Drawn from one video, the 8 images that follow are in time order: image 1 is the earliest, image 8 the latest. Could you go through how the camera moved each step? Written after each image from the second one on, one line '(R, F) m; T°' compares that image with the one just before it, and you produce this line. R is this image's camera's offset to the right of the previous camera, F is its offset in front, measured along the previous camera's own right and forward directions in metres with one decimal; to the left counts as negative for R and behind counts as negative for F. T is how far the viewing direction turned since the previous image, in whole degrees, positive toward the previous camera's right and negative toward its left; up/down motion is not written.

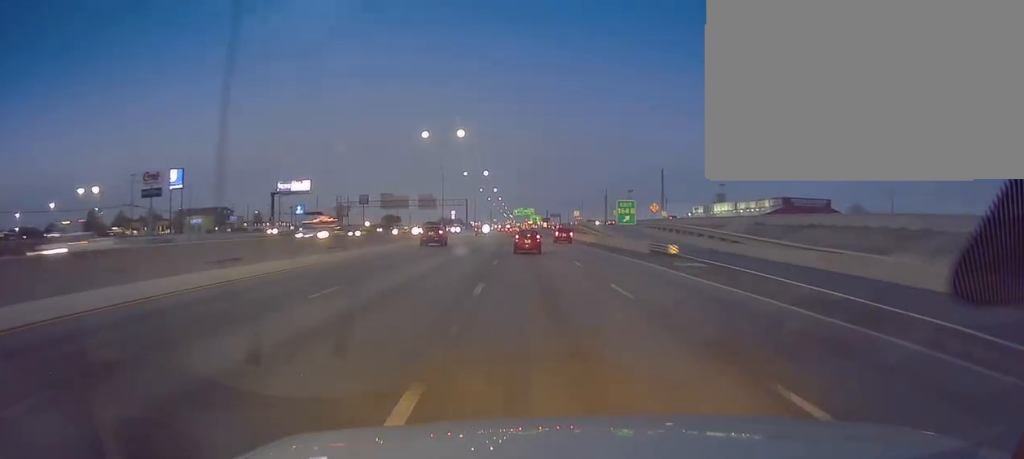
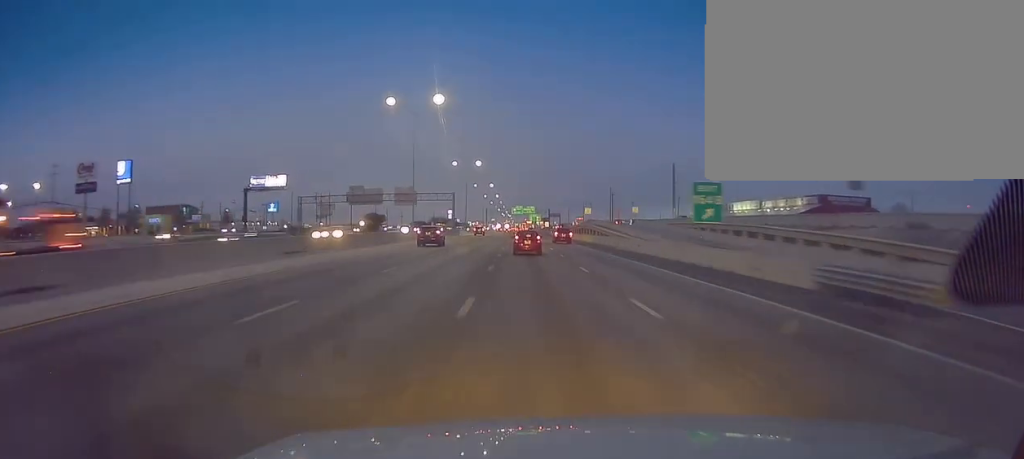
(0.0, +28.0) m; -1°
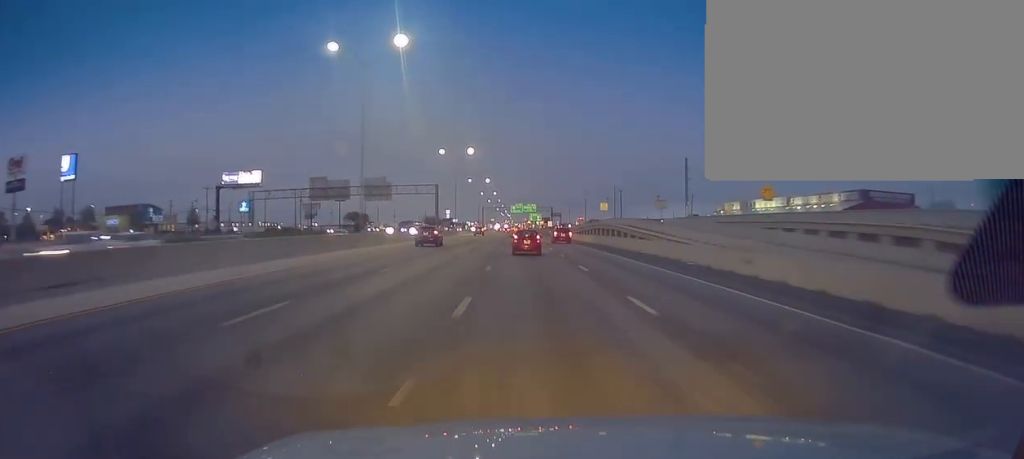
(-0.4, +24.6) m; 0°
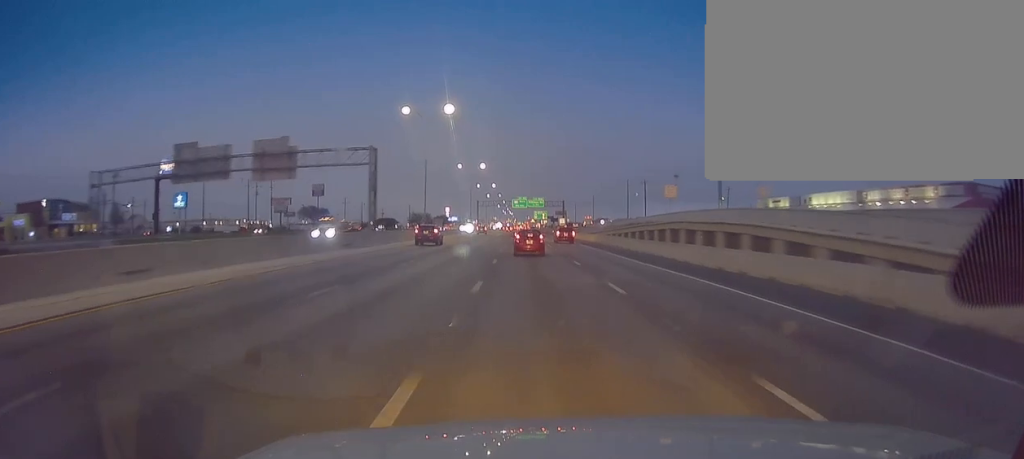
(+0.7, +44.6) m; +1°
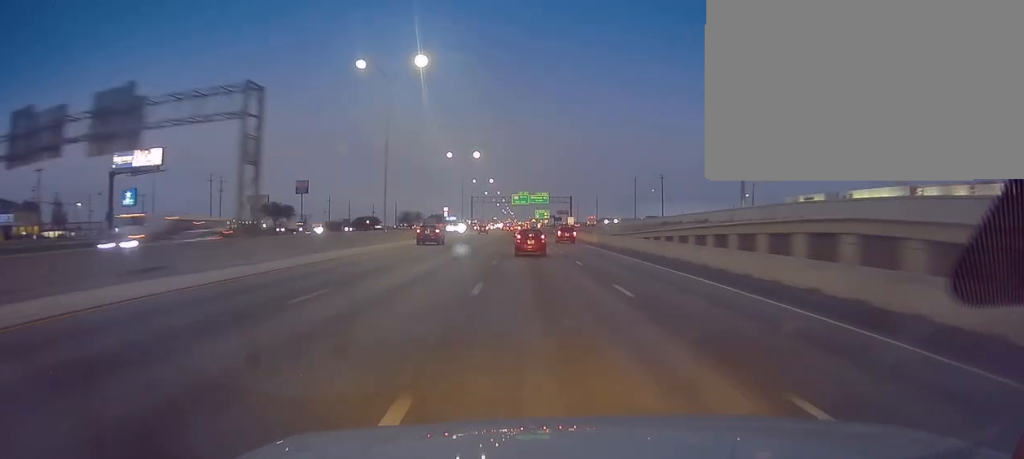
(0.0, +25.4) m; 0°
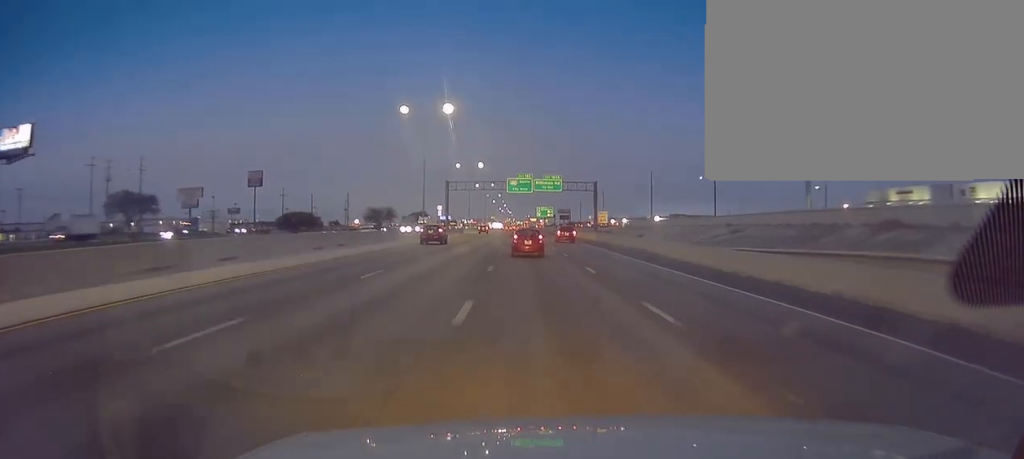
(-0.4, +53.5) m; -1°
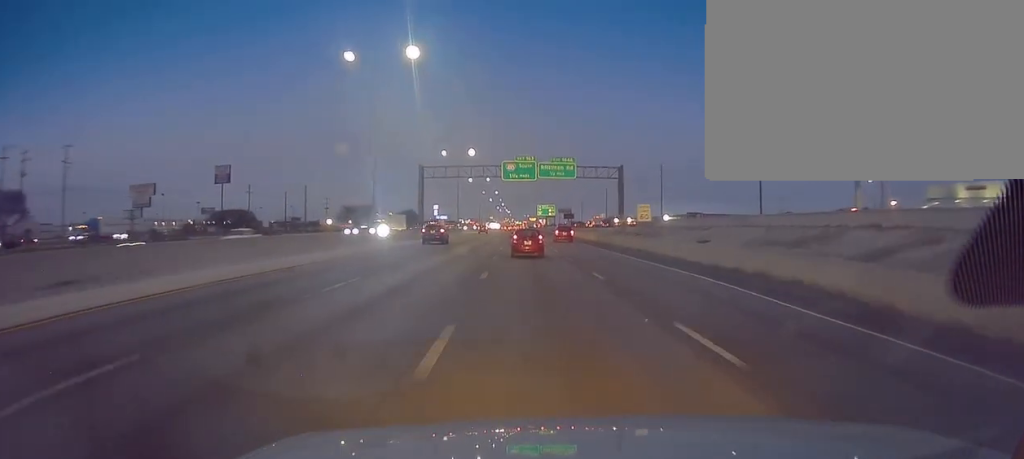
(0.0, +29.1) m; 0°
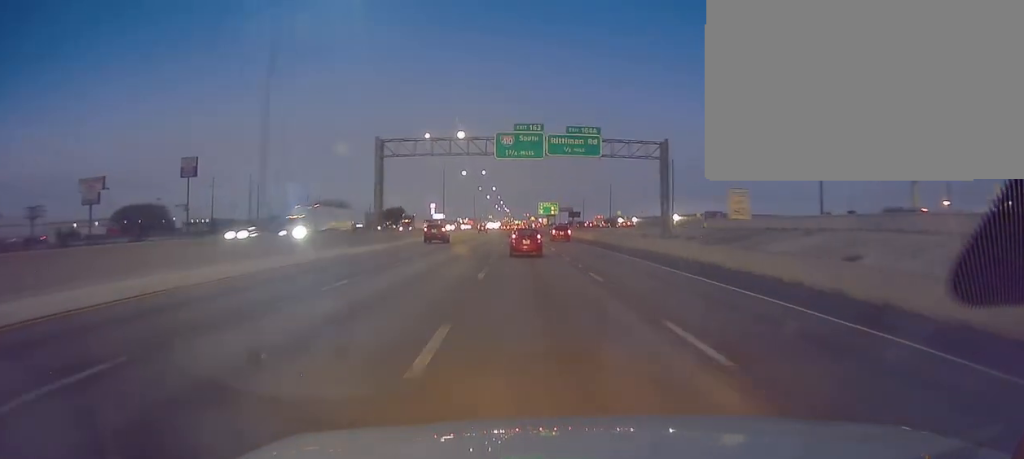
(0.0, +24.7) m; +1°
